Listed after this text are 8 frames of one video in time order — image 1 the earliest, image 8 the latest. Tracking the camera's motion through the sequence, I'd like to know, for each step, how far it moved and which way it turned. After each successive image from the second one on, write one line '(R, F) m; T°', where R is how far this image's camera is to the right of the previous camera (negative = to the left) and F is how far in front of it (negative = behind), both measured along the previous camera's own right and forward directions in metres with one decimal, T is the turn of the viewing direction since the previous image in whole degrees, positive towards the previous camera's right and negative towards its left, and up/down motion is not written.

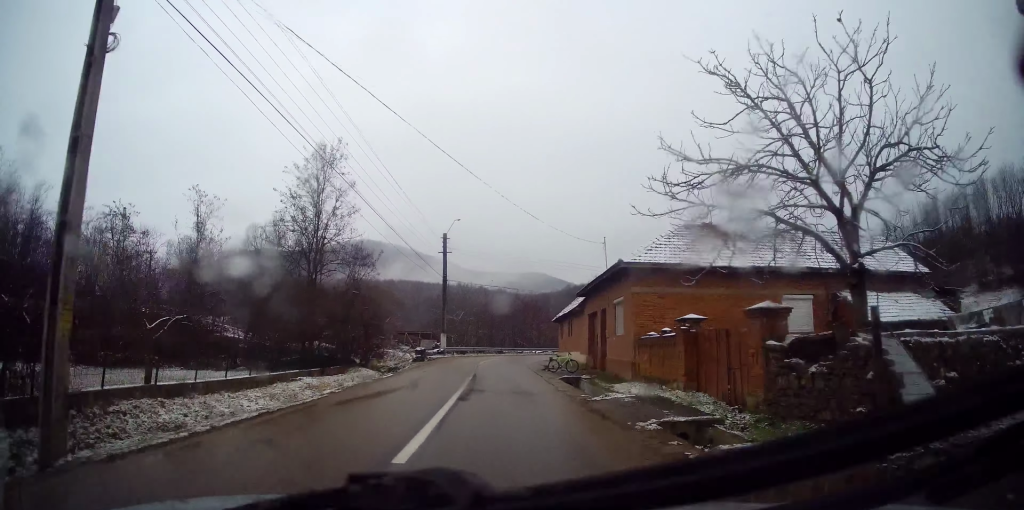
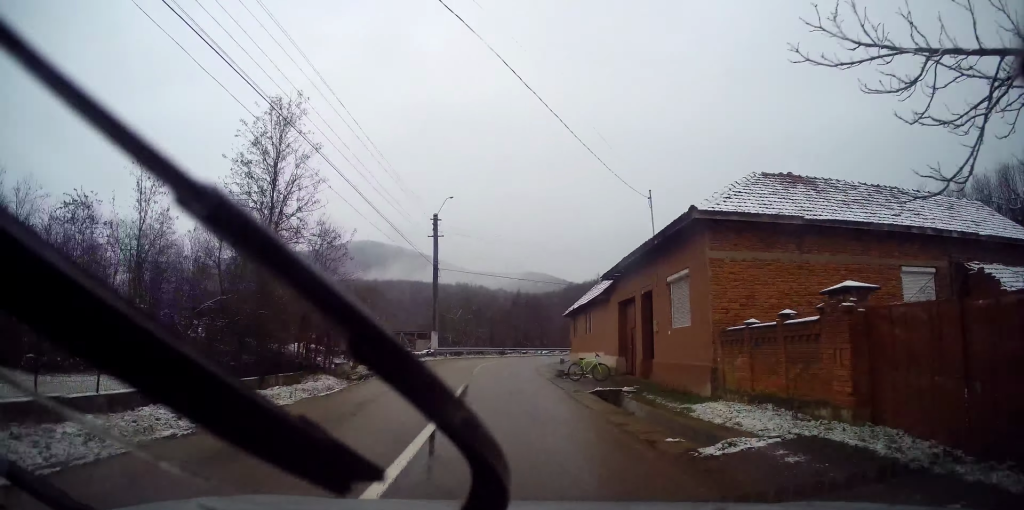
(-0.1, +7.1) m; 0°
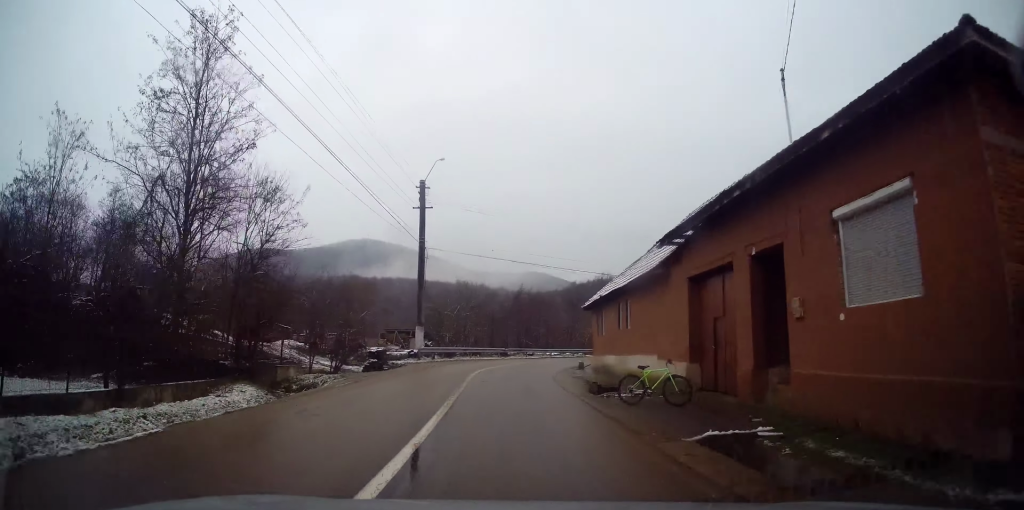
(-0.3, +8.1) m; +1°
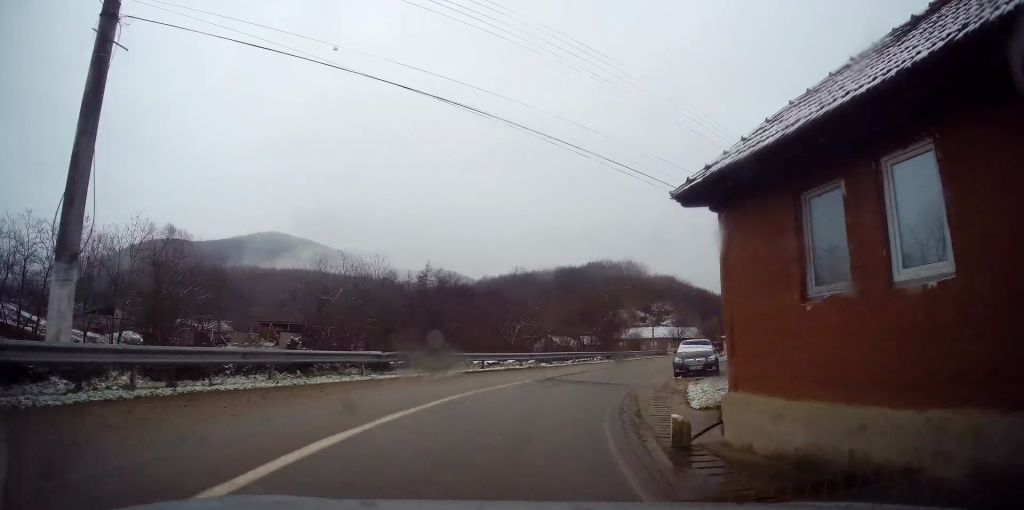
(+1.8, +23.1) m; +11°
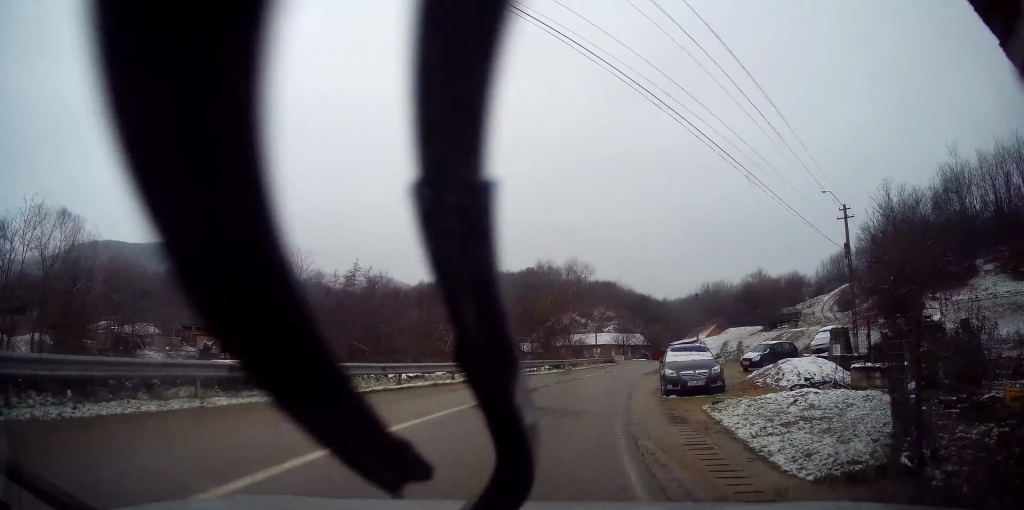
(-0.4, +6.1) m; +5°
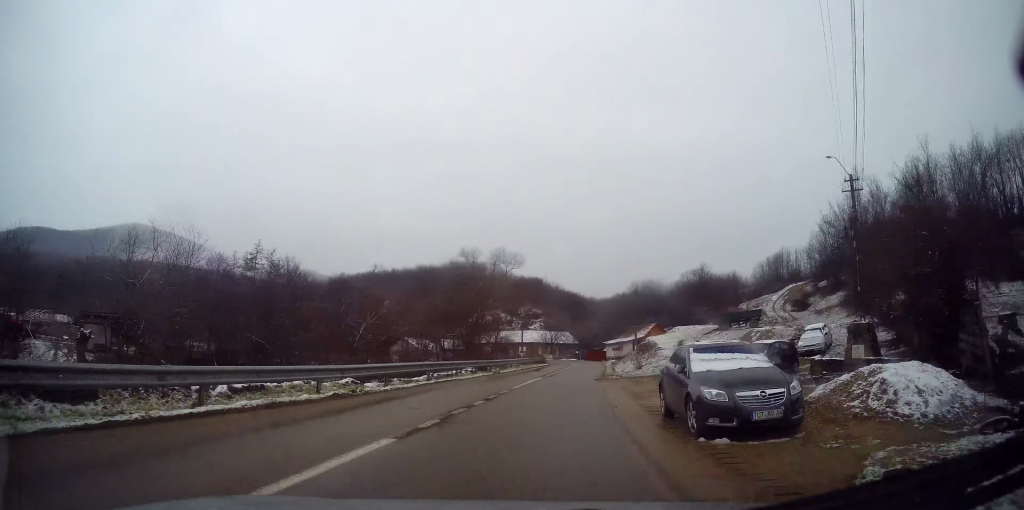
(+1.1, +7.9) m; +6°
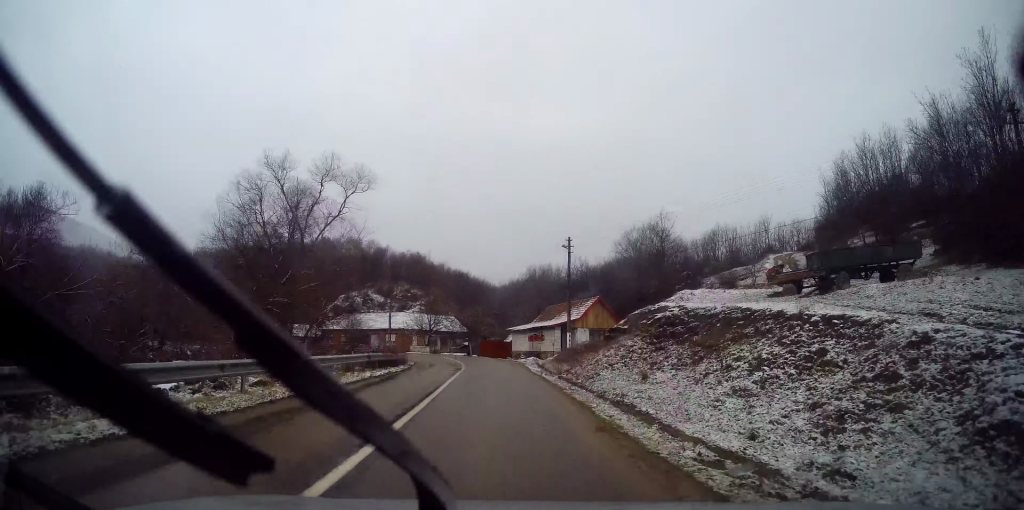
(+5.0, +32.6) m; +12°
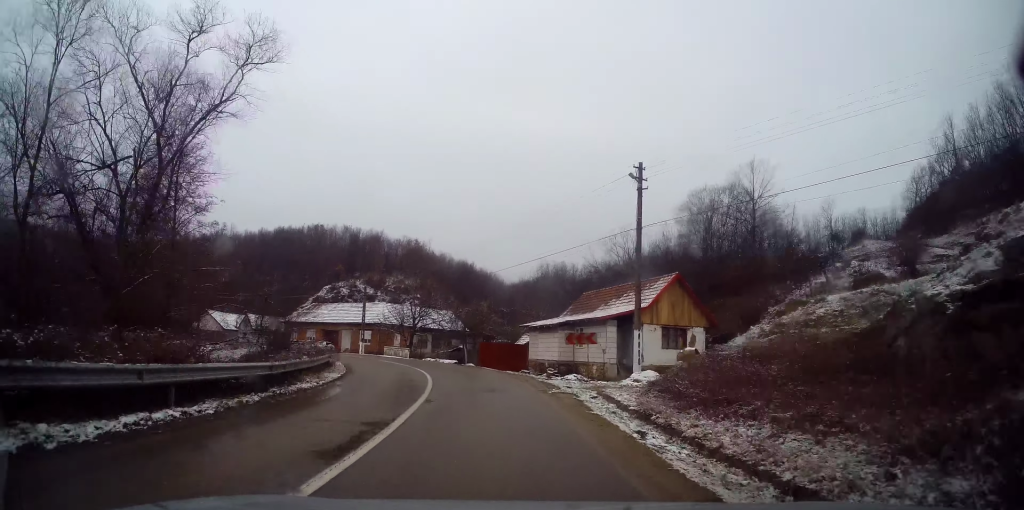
(-0.2, +20.1) m; -2°
